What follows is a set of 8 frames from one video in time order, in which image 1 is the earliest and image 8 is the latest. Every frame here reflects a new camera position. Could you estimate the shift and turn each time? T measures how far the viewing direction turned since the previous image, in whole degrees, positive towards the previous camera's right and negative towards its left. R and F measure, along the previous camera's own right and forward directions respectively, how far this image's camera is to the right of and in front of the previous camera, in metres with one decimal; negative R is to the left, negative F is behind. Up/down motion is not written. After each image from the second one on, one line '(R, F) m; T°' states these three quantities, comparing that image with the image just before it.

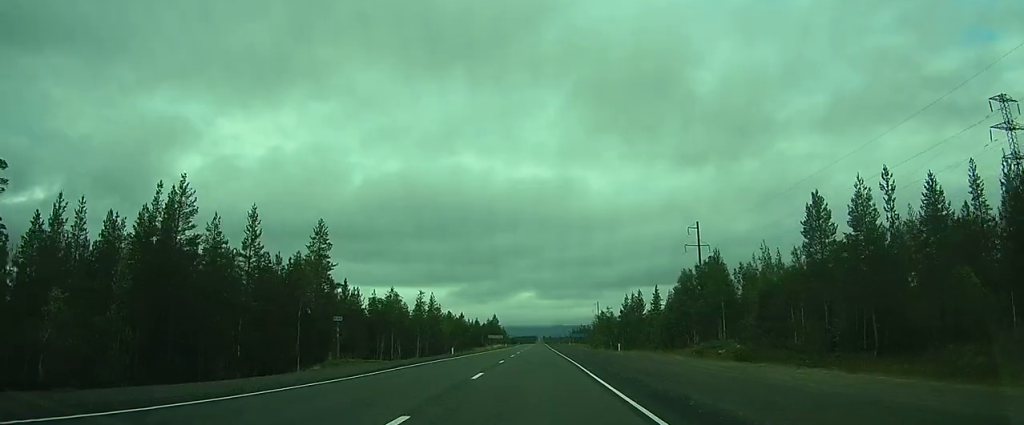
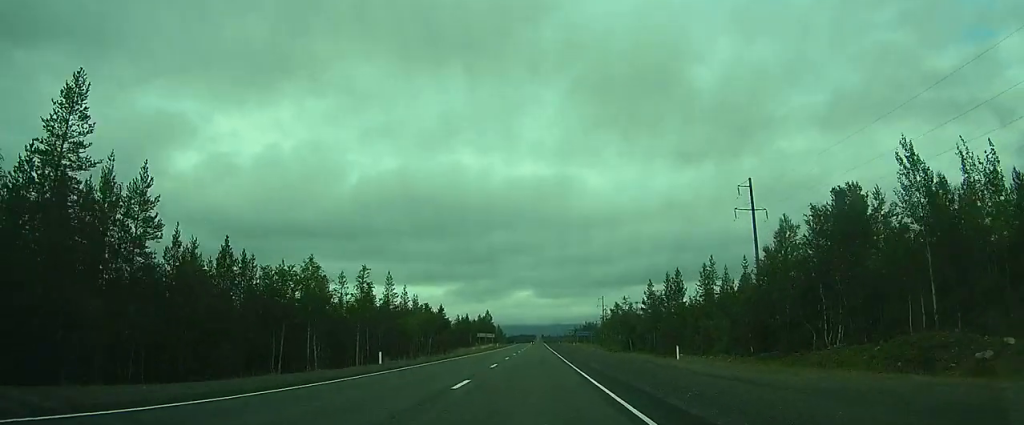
(+0.2, +31.4) m; +1°
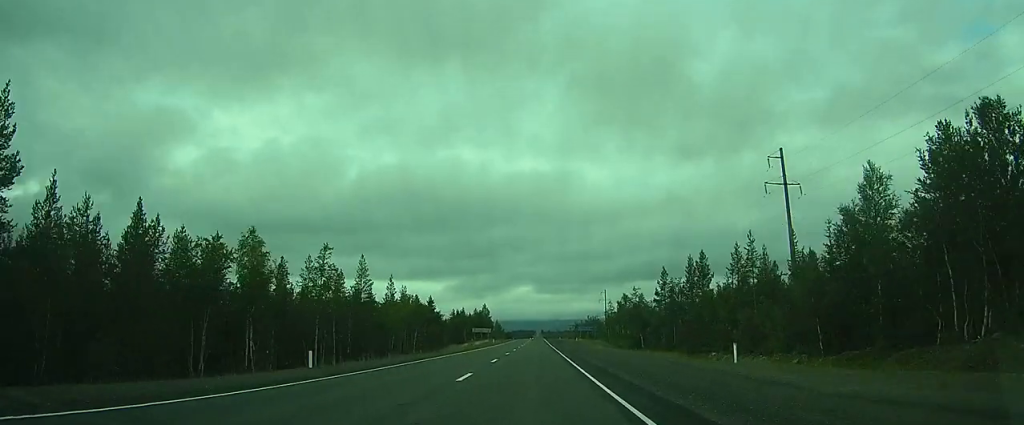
(+0.1, +12.1) m; +1°
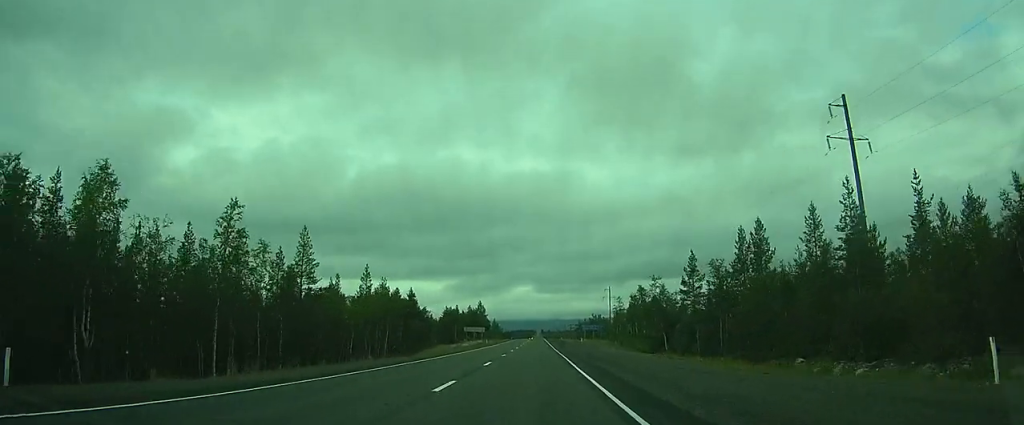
(+0.1, +16.6) m; 0°
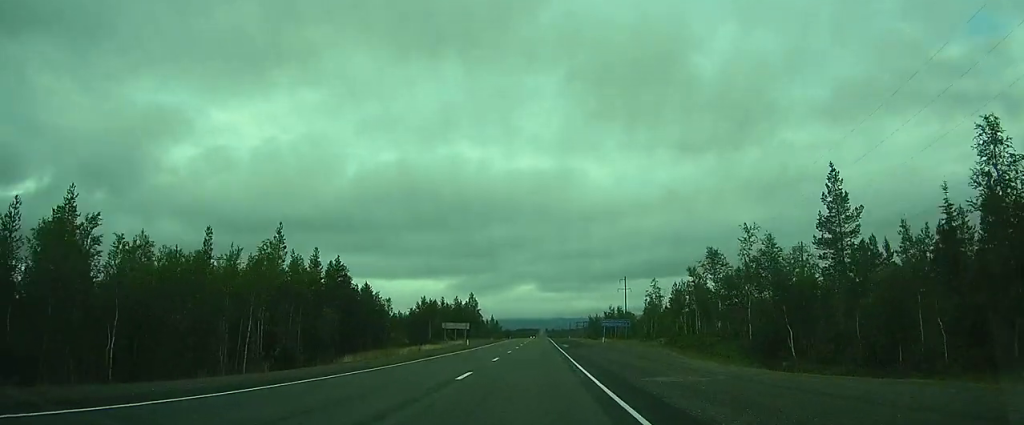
(+0.2, +34.1) m; 0°
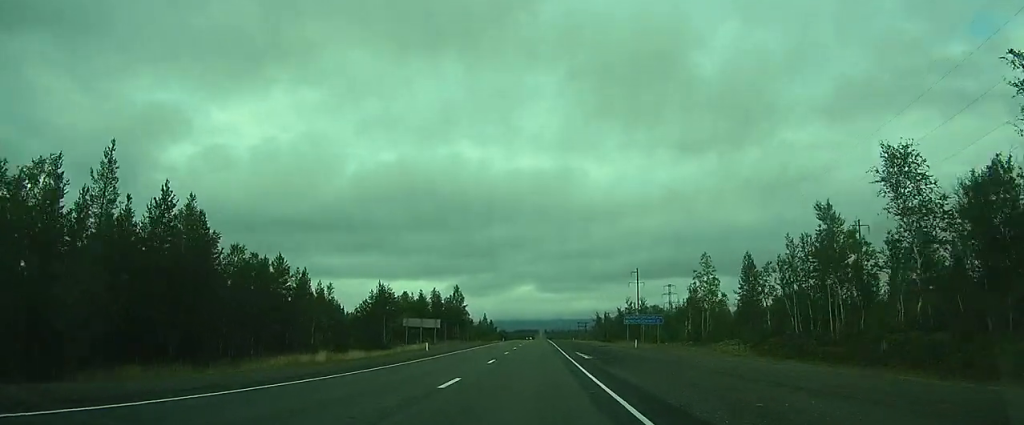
(0.0, +26.2) m; 0°
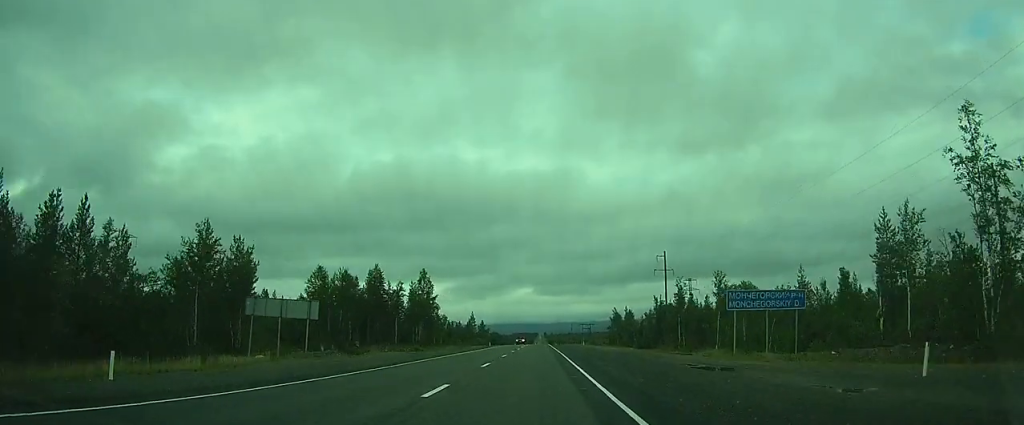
(+0.4, +36.0) m; +1°
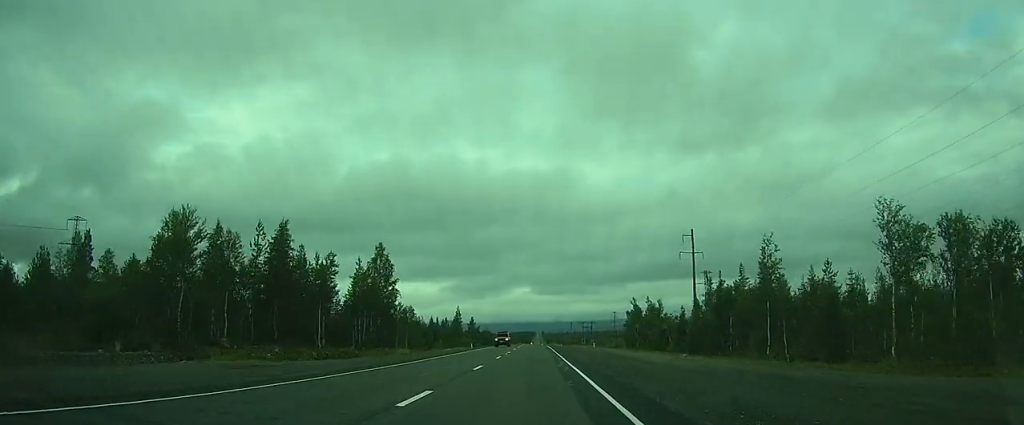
(-0.1, +24.3) m; -1°
